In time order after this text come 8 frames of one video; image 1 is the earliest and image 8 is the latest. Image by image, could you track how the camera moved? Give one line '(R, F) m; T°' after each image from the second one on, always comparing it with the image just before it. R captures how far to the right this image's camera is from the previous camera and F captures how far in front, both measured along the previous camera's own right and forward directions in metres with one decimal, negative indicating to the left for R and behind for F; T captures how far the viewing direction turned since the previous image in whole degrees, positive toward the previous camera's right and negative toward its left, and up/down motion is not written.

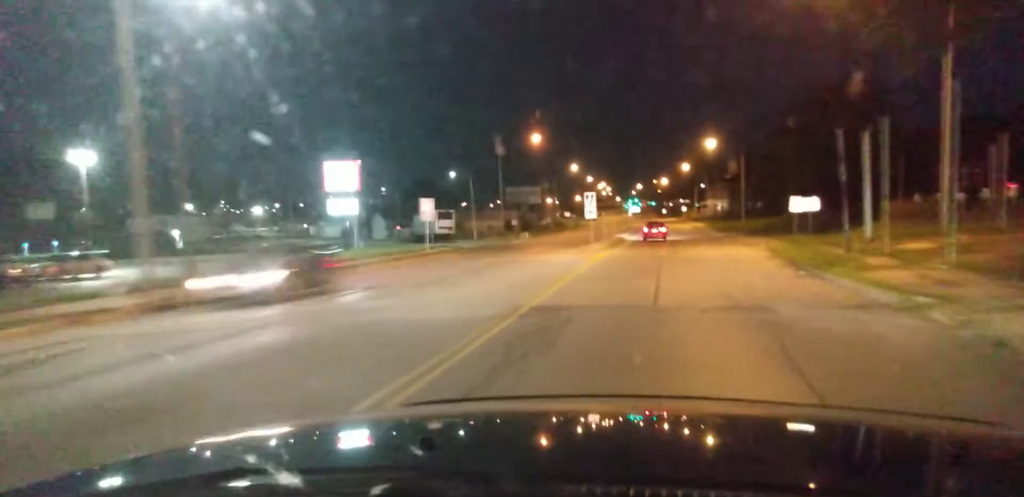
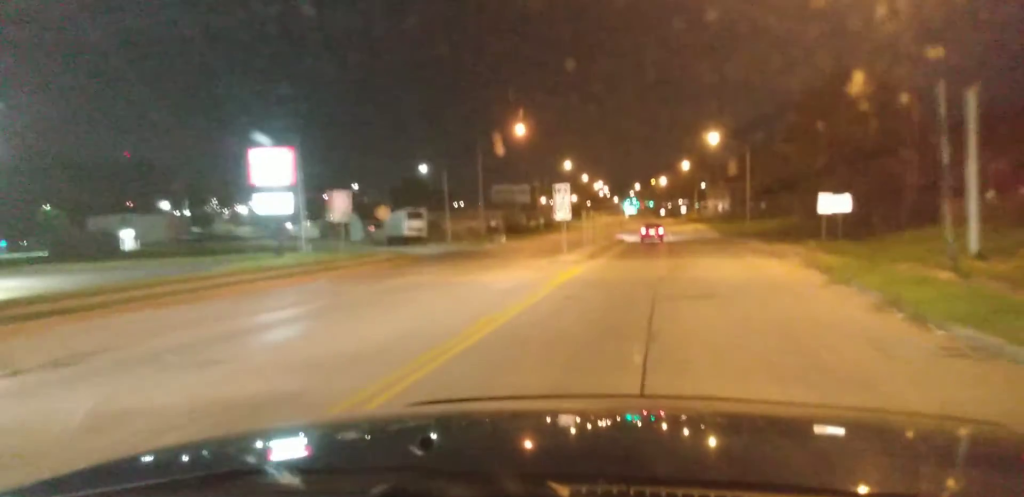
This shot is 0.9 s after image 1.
(+0.1, +11.6) m; -1°
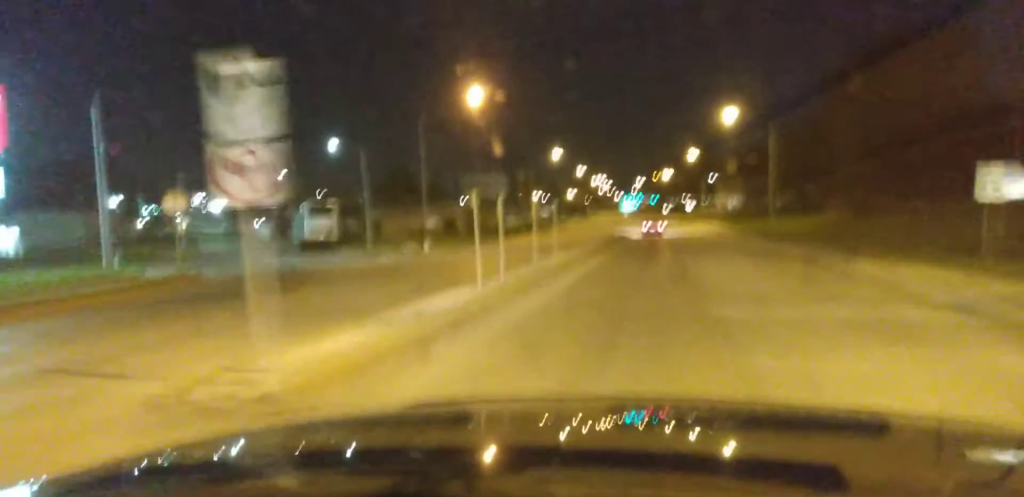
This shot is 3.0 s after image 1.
(-0.7, +24.5) m; 0°
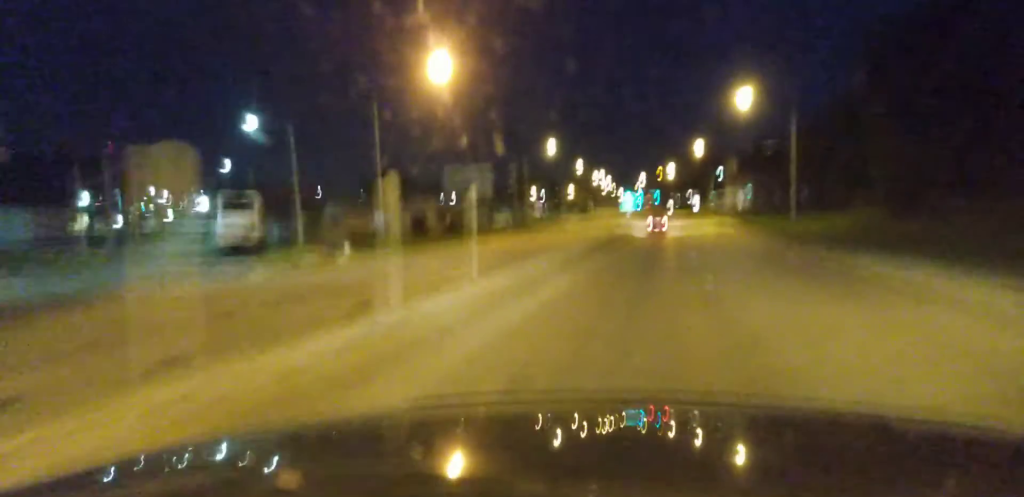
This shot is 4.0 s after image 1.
(+0.3, +12.5) m; +2°
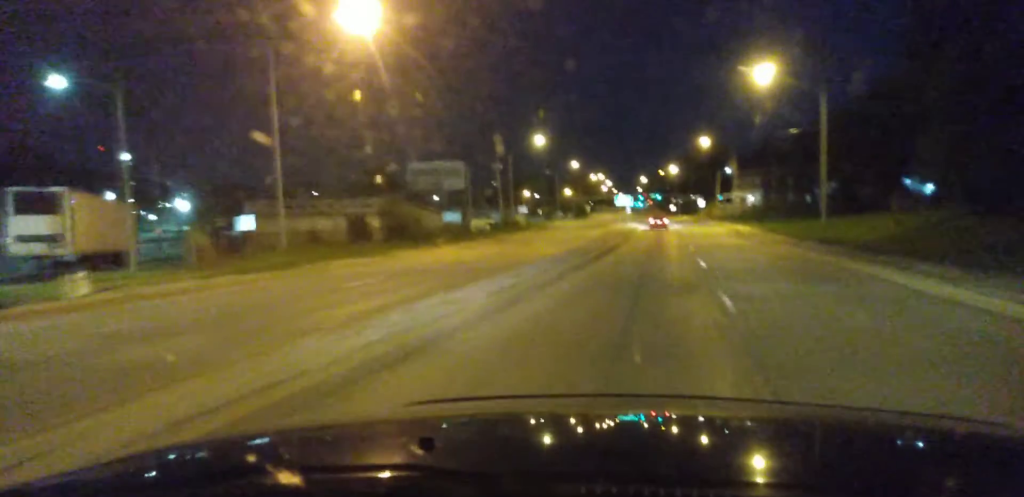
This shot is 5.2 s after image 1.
(+0.1, +15.5) m; -1°
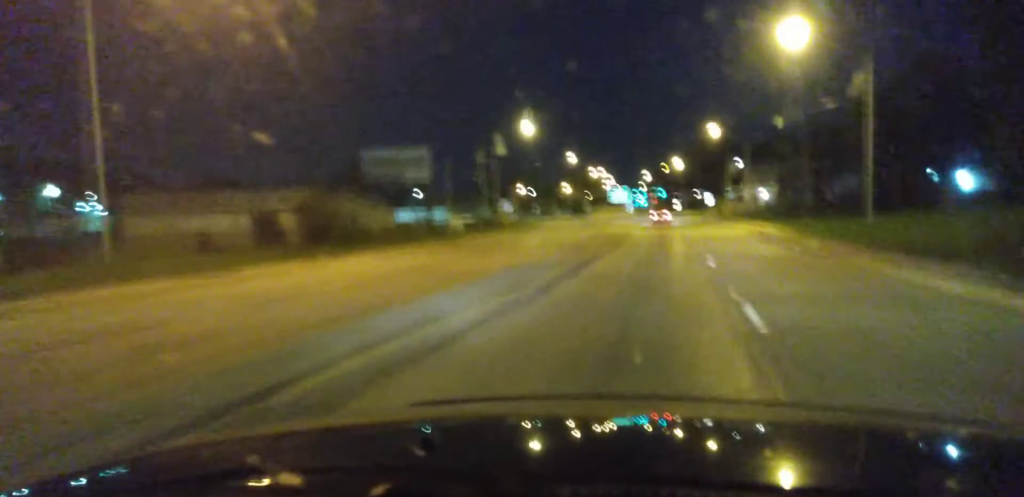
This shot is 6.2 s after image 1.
(-0.2, +14.0) m; -1°
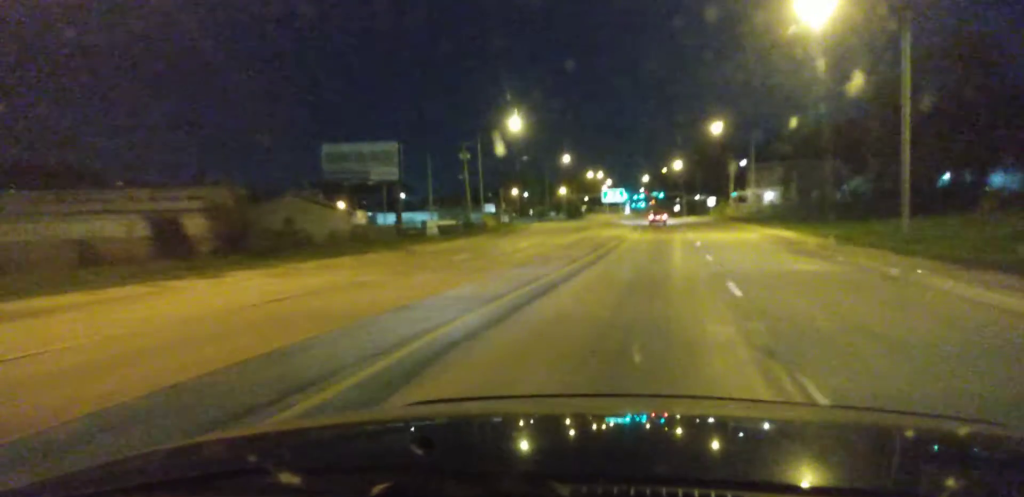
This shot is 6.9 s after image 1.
(-0.1, +9.3) m; 0°
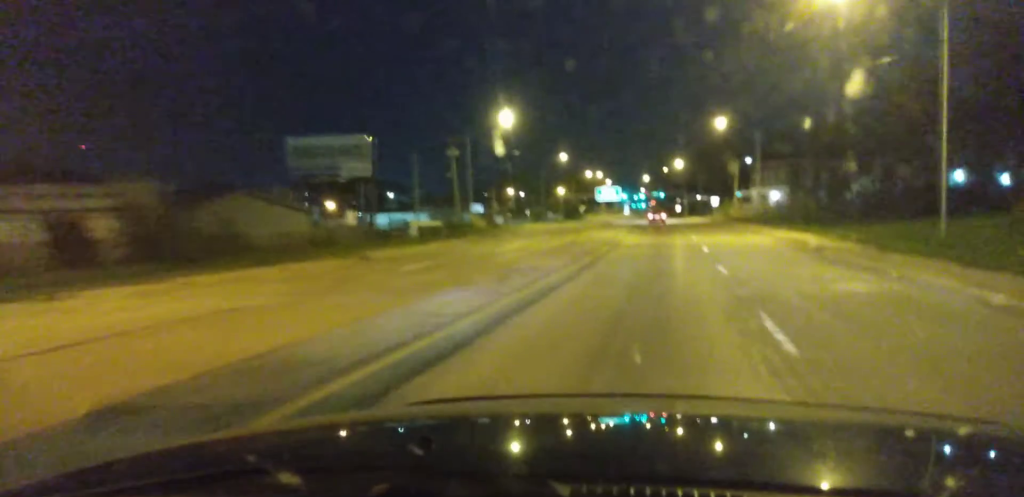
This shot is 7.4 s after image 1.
(+0.1, +6.6) m; 0°
